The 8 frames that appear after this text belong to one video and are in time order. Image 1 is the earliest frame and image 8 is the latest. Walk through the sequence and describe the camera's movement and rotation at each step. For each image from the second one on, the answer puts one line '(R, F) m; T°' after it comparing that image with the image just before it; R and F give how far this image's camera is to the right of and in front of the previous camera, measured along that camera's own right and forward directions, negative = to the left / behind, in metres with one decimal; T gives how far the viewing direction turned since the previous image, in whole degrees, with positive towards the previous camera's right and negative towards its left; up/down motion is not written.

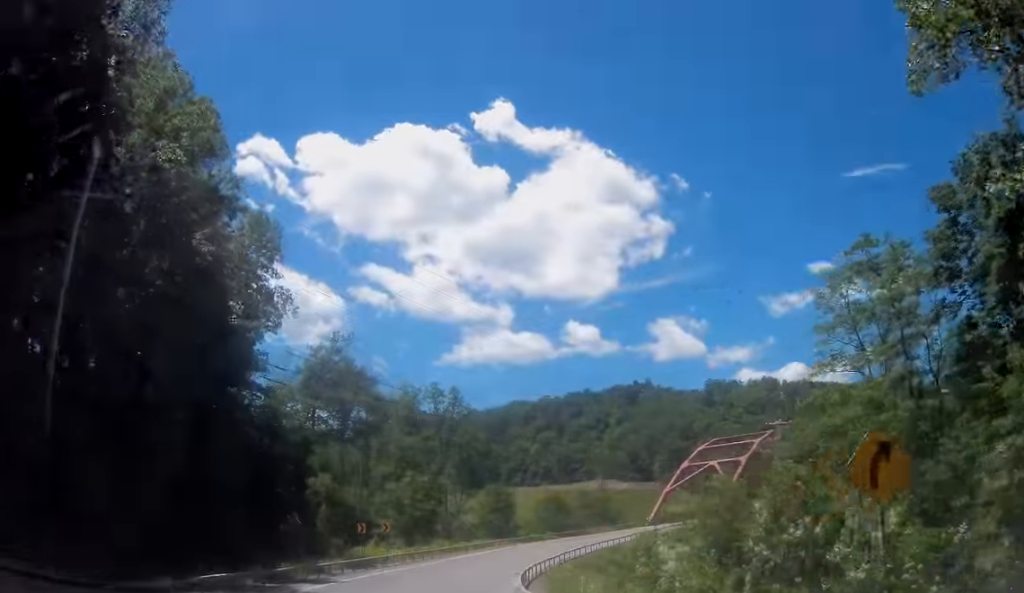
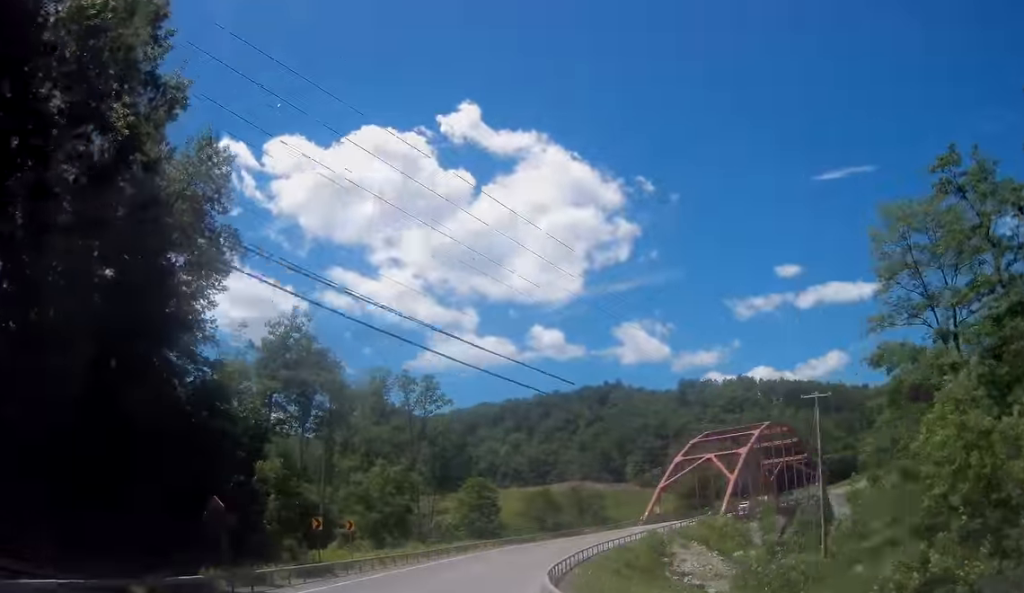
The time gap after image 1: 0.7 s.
(+0.1, +10.1) m; +3°
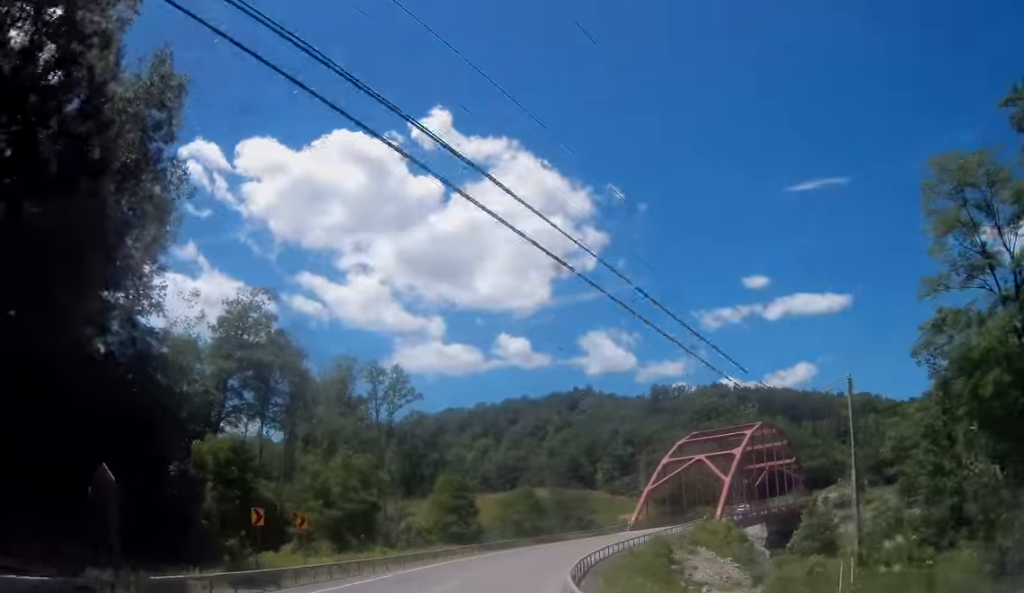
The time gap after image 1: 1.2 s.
(+0.2, +7.7) m; +3°
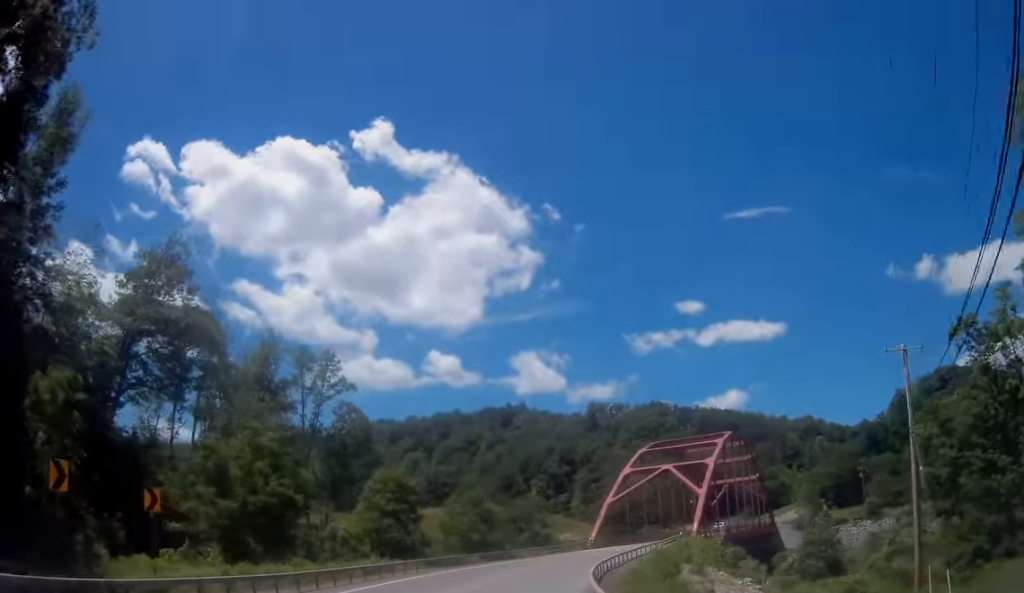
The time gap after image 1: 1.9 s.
(+0.4, +11.7) m; +6°
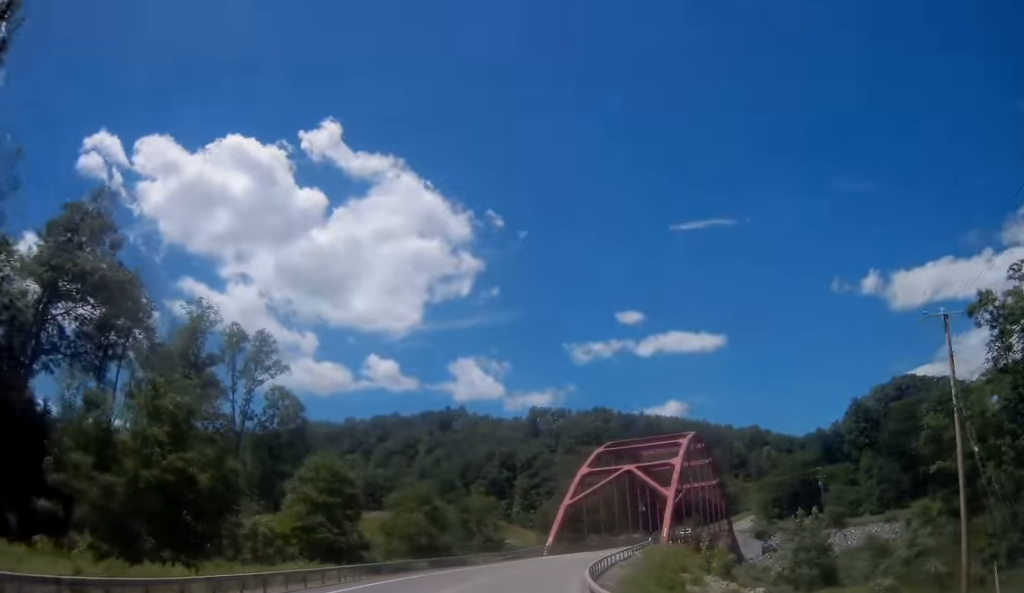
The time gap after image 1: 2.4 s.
(-0.1, +7.7) m; +5°
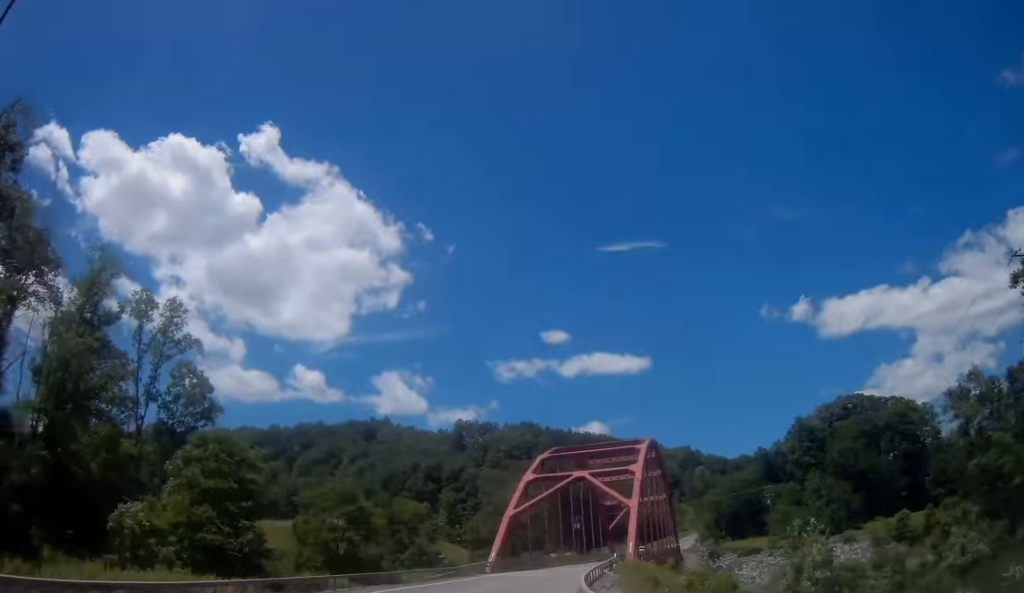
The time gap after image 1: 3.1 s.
(+1.0, +10.1) m; +8°
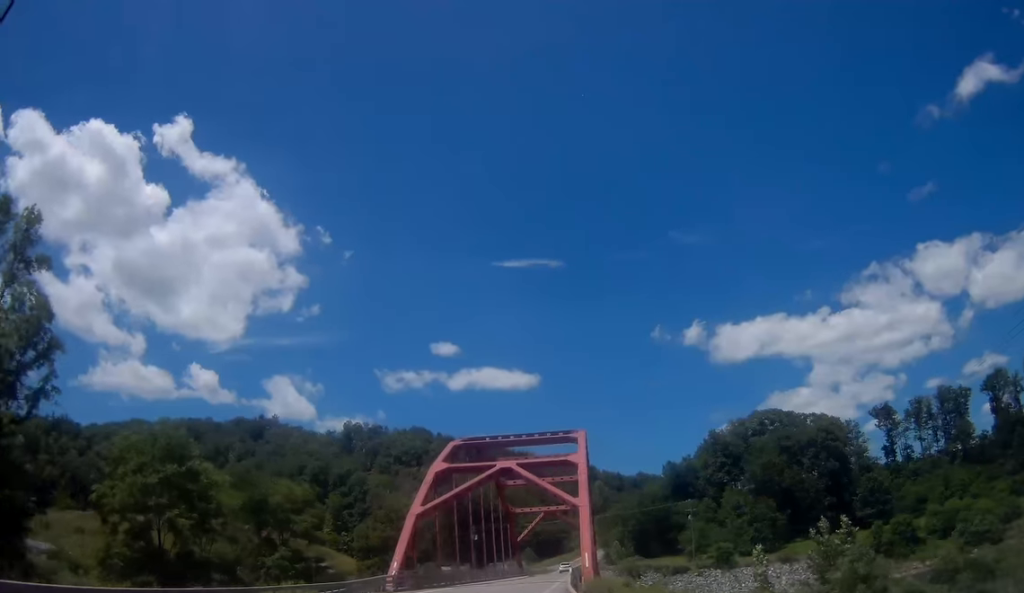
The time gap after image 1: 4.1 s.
(+1.6, +15.2) m; +10°
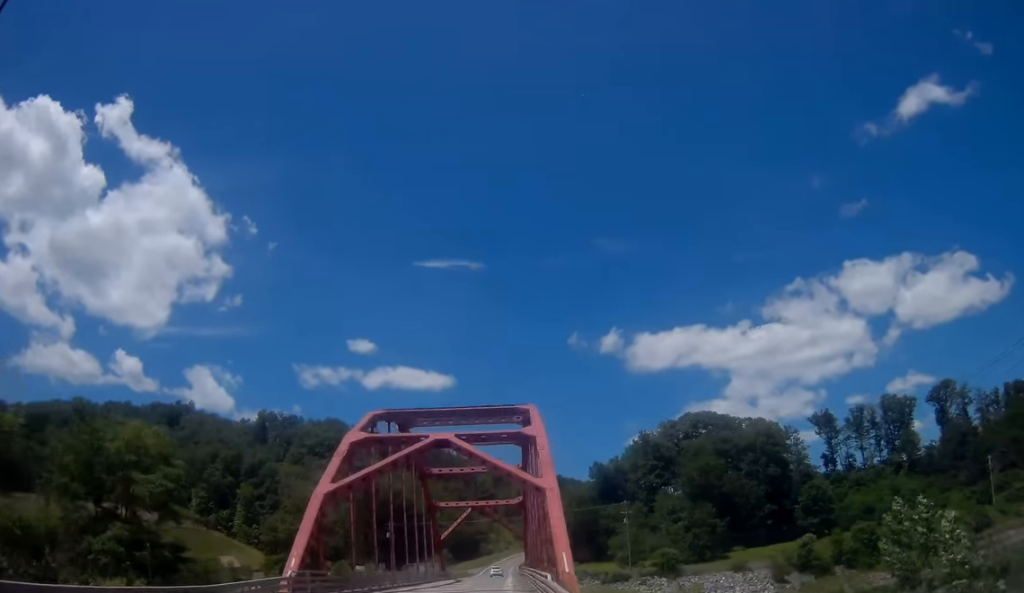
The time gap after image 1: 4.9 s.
(+0.6, +11.8) m; +6°
